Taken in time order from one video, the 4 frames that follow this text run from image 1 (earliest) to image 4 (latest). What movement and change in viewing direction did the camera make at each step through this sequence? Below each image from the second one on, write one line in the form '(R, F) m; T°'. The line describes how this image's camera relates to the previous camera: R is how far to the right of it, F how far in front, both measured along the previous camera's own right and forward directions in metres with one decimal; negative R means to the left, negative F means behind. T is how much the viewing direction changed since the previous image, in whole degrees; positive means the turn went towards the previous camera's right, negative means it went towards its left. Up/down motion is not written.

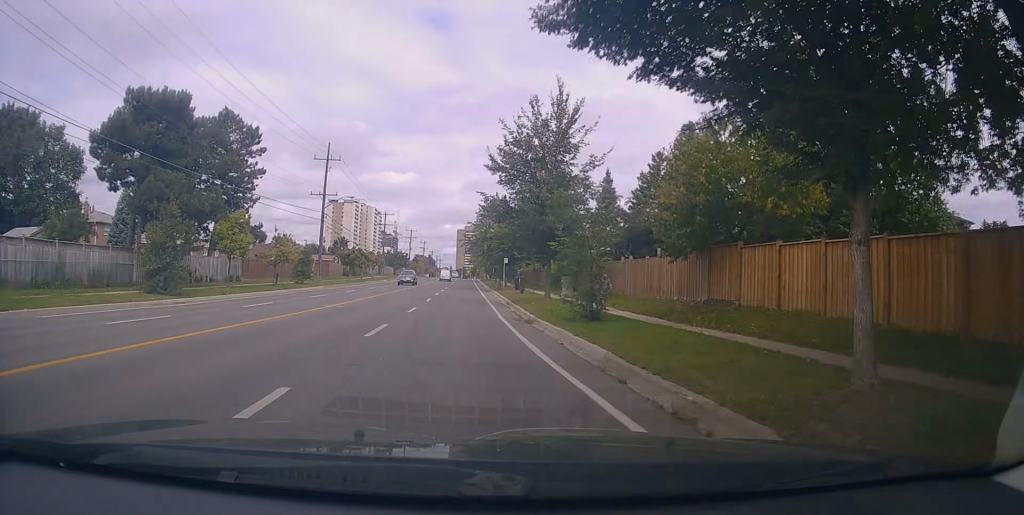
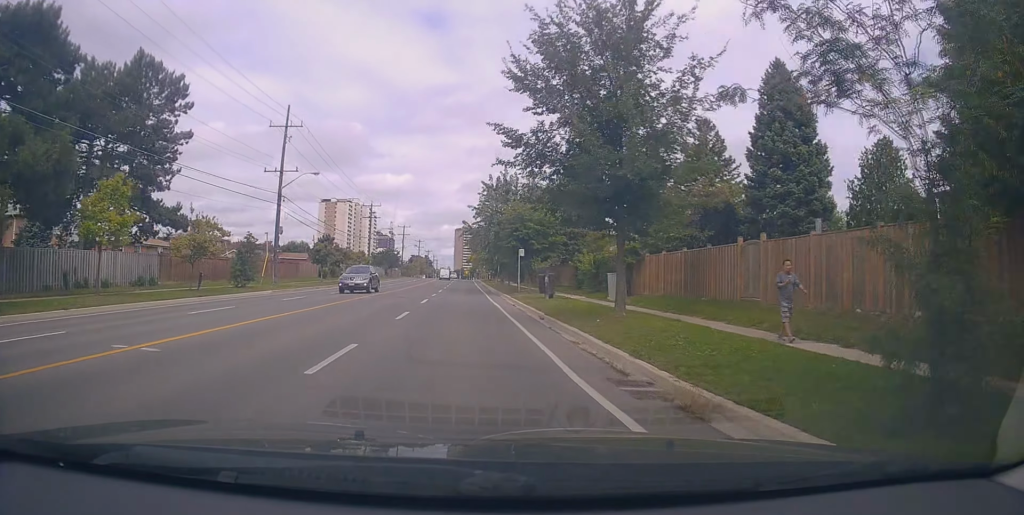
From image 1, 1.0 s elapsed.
(-0.5, +14.0) m; 0°
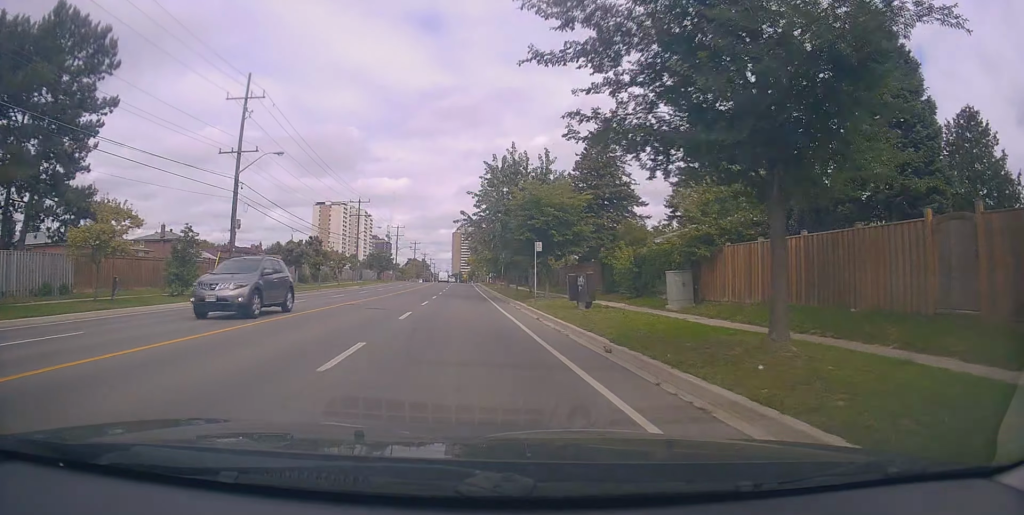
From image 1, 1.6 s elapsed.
(+0.3, +8.8) m; 0°
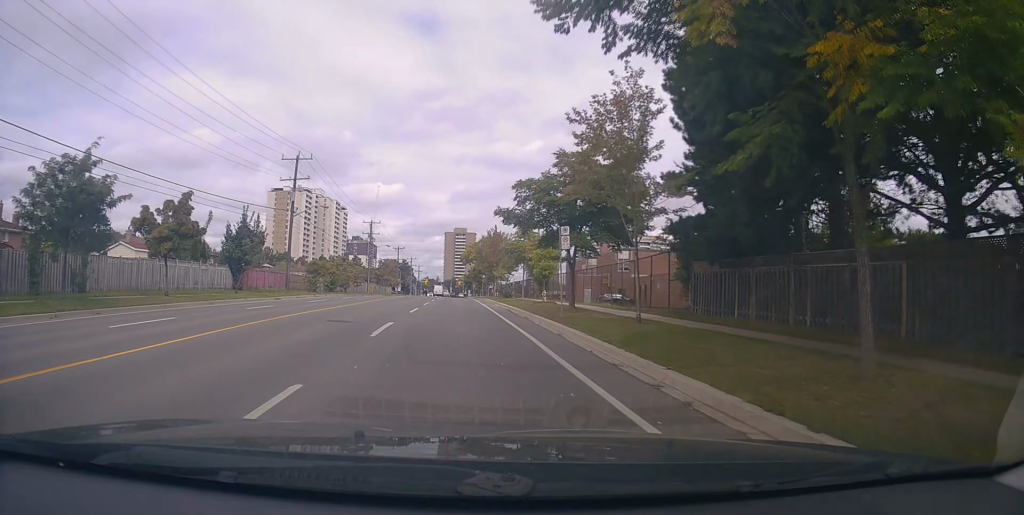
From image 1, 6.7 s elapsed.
(-0.6, +76.8) m; -1°
